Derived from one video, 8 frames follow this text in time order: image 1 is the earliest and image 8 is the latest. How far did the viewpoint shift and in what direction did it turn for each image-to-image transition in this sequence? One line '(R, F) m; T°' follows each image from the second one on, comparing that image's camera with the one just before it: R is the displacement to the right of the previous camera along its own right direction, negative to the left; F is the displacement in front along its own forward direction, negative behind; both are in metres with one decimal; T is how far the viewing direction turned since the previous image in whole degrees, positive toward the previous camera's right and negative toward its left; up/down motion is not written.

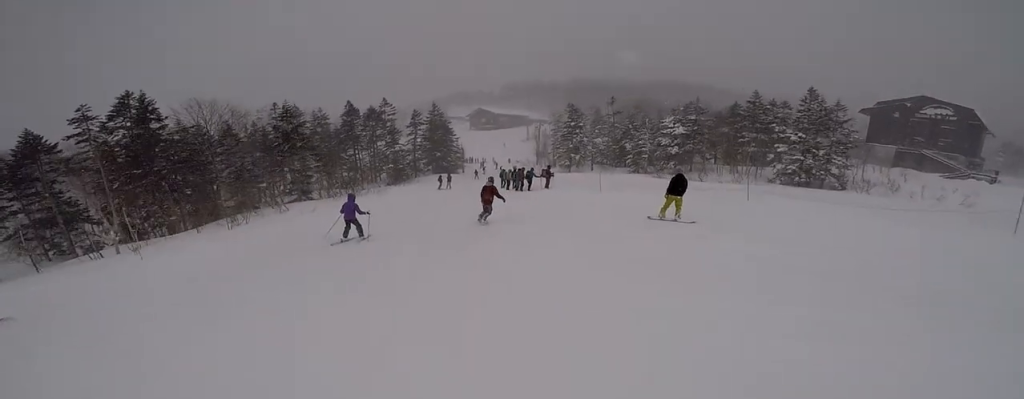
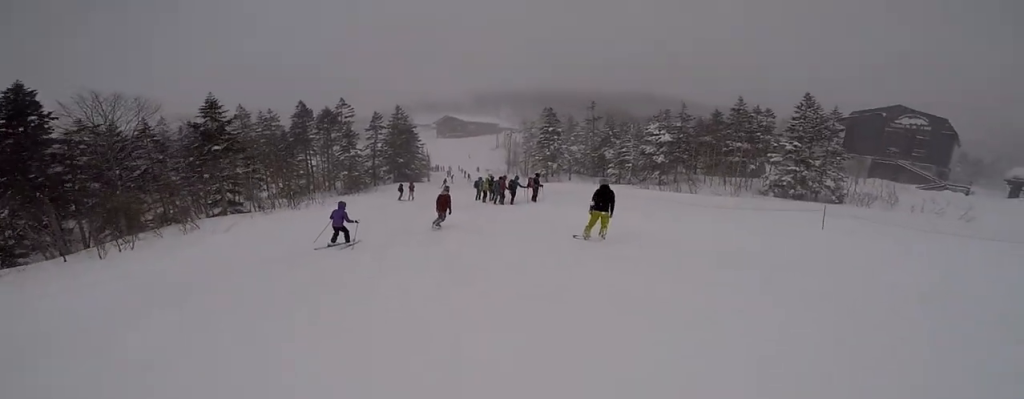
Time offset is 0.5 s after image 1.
(+0.4, +4.9) m; -4°
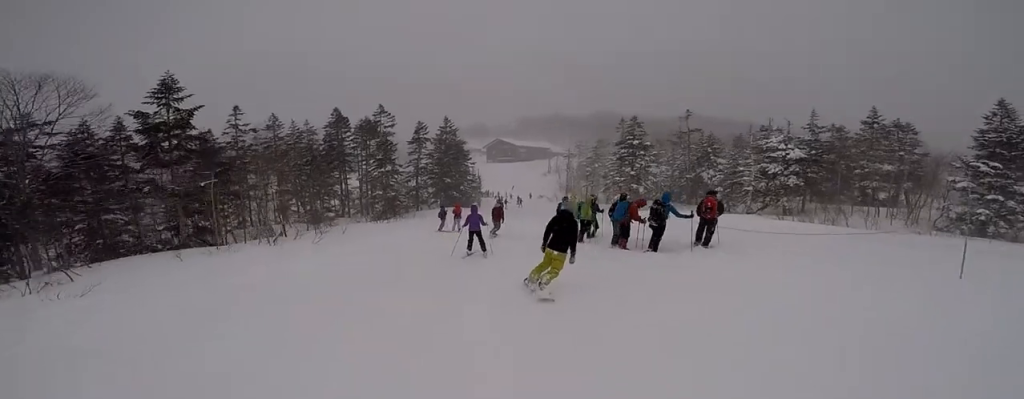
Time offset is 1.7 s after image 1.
(-1.4, +9.7) m; -6°
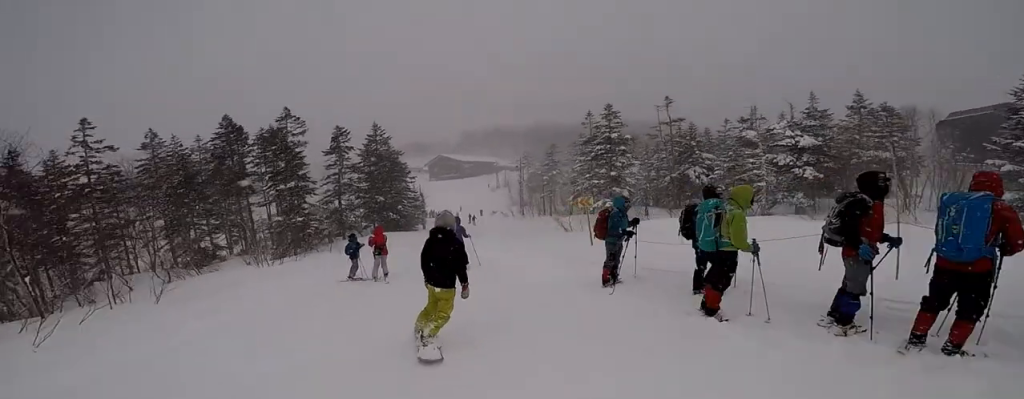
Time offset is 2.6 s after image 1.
(+0.7, +8.0) m; +4°
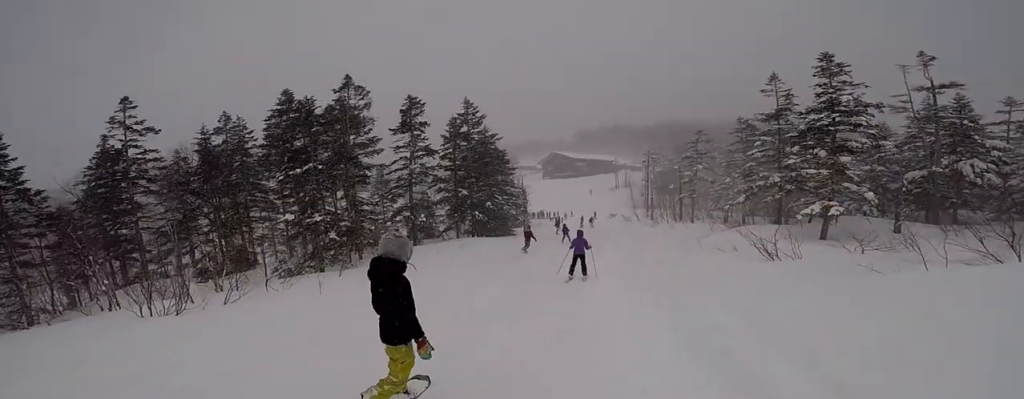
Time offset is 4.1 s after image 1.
(+0.9, +10.4) m; +13°
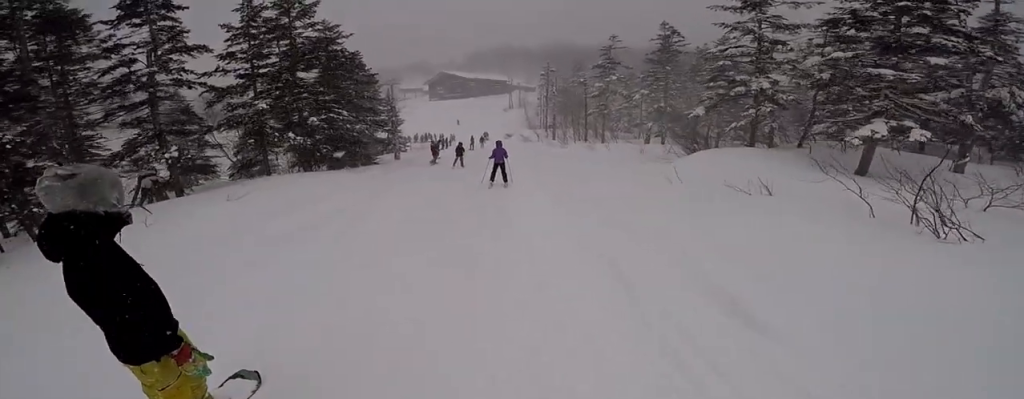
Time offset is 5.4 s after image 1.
(+0.1, +8.9) m; -8°
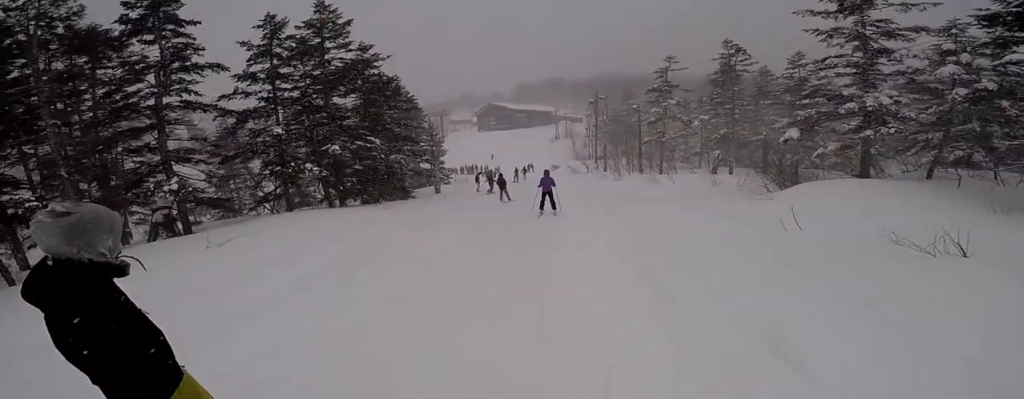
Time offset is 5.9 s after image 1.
(-0.3, +2.9) m; -3°
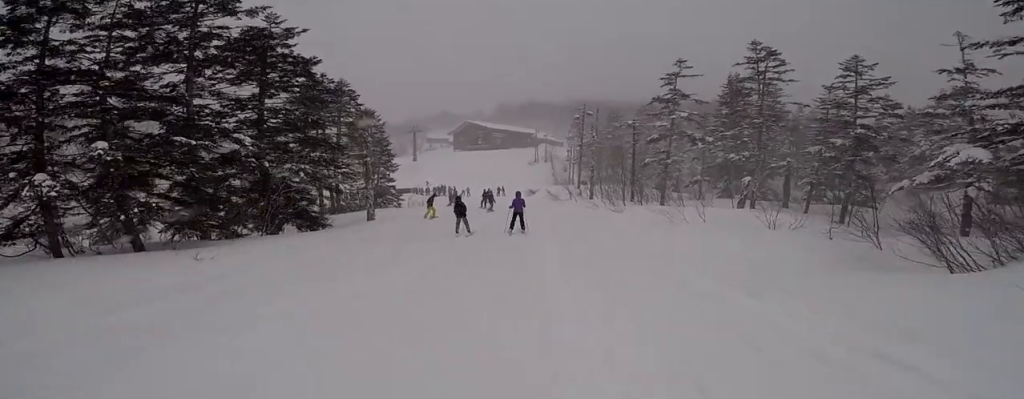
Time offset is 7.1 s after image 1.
(+0.9, +7.4) m; +10°
